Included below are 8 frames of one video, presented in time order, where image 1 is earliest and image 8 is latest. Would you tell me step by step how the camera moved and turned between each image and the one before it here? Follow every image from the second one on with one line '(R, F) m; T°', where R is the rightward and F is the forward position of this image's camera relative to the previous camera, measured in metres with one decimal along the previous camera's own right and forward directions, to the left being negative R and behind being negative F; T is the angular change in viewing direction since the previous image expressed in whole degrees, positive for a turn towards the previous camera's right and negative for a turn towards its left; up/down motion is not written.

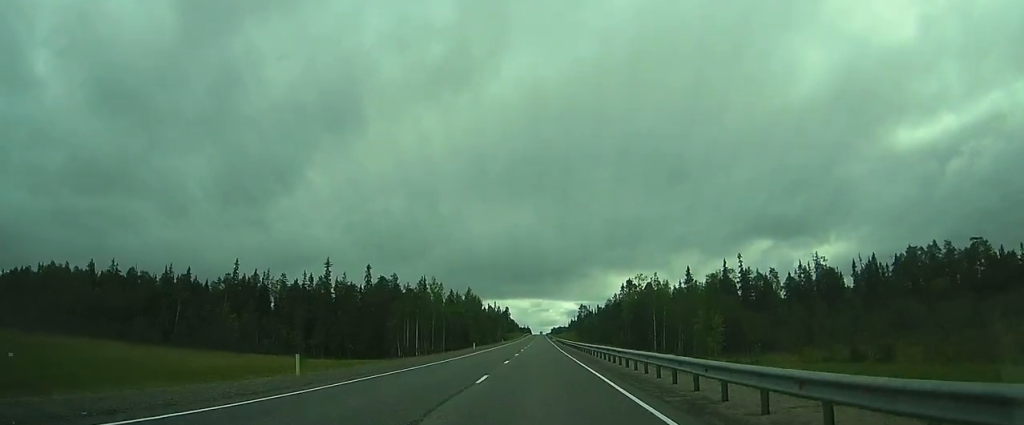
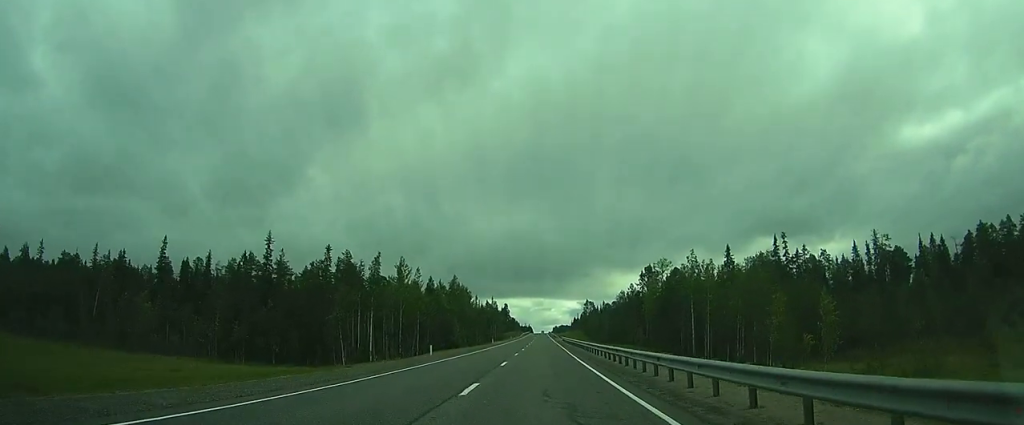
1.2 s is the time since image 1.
(0.0, +34.4) m; 0°
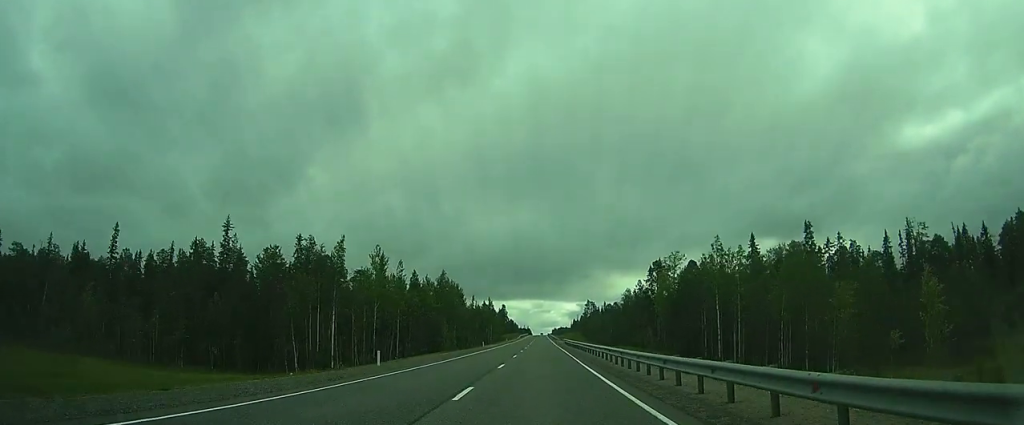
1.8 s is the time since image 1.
(0.0, +15.6) m; 0°
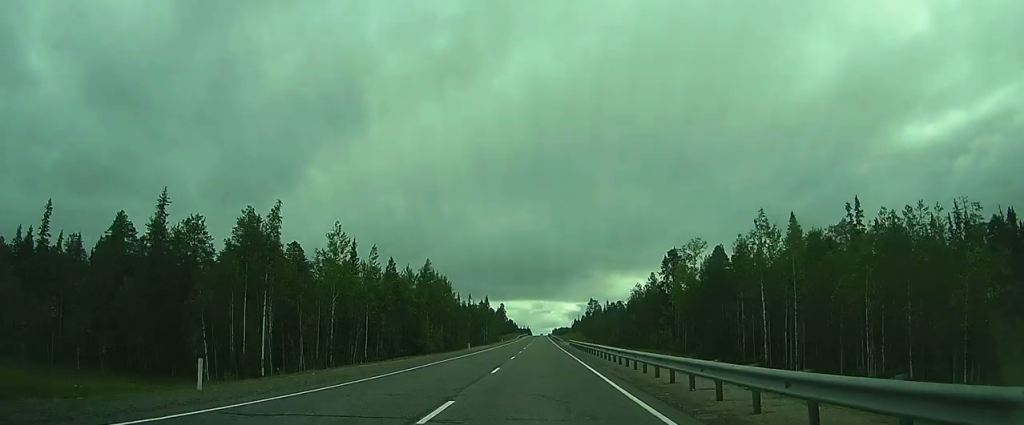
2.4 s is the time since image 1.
(0.0, +18.1) m; 0°
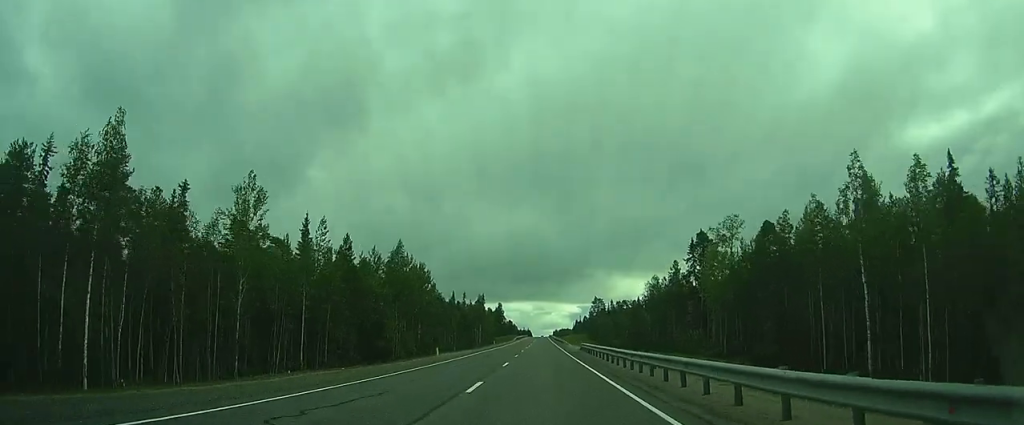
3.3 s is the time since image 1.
(+0.1, +21.6) m; 0°
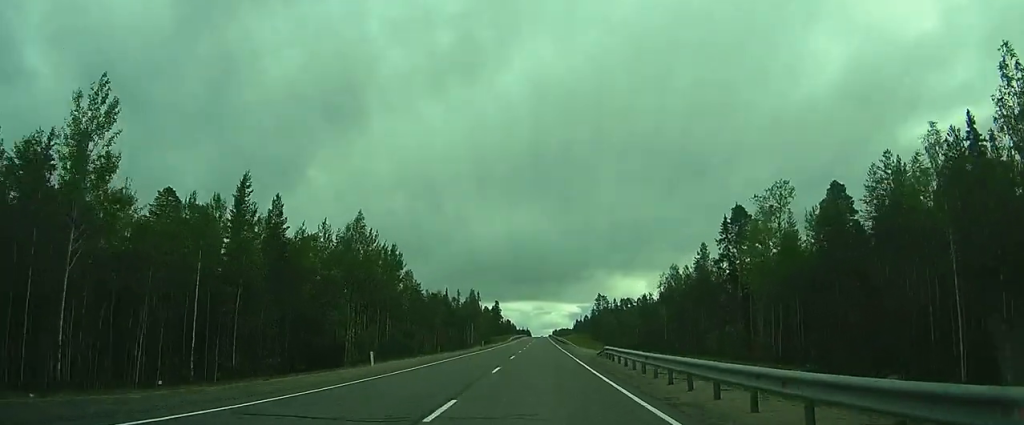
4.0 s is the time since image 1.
(0.0, +18.2) m; 0°
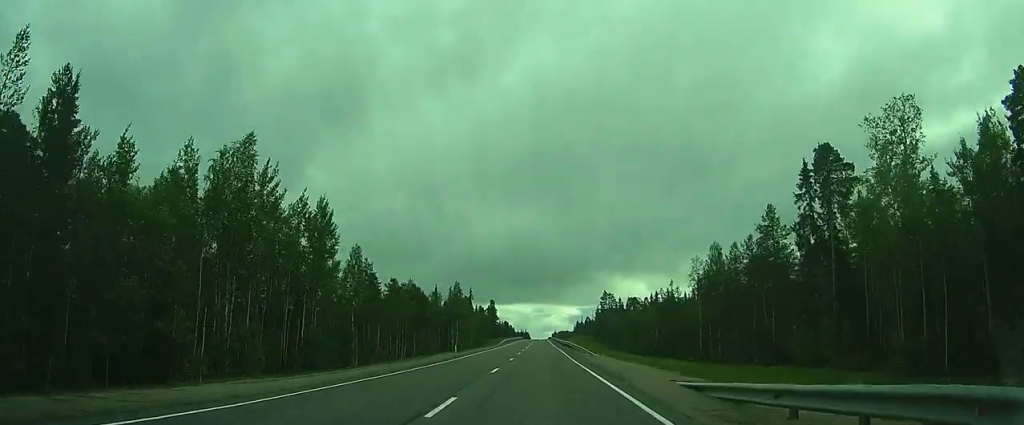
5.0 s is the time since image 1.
(0.0, +25.1) m; 0°
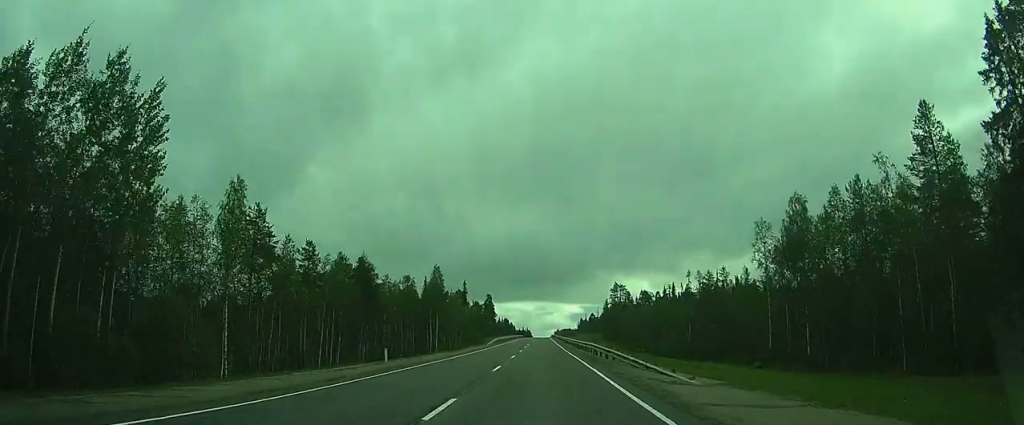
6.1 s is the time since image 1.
(0.0, +25.6) m; 0°
